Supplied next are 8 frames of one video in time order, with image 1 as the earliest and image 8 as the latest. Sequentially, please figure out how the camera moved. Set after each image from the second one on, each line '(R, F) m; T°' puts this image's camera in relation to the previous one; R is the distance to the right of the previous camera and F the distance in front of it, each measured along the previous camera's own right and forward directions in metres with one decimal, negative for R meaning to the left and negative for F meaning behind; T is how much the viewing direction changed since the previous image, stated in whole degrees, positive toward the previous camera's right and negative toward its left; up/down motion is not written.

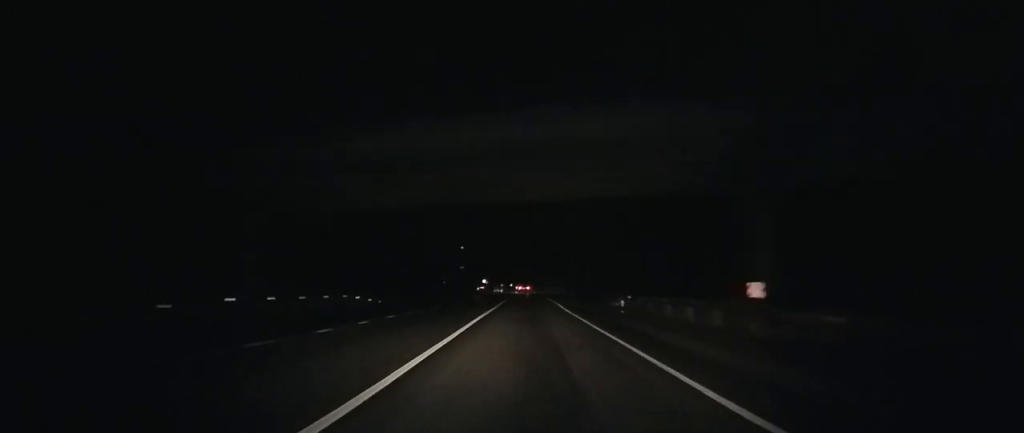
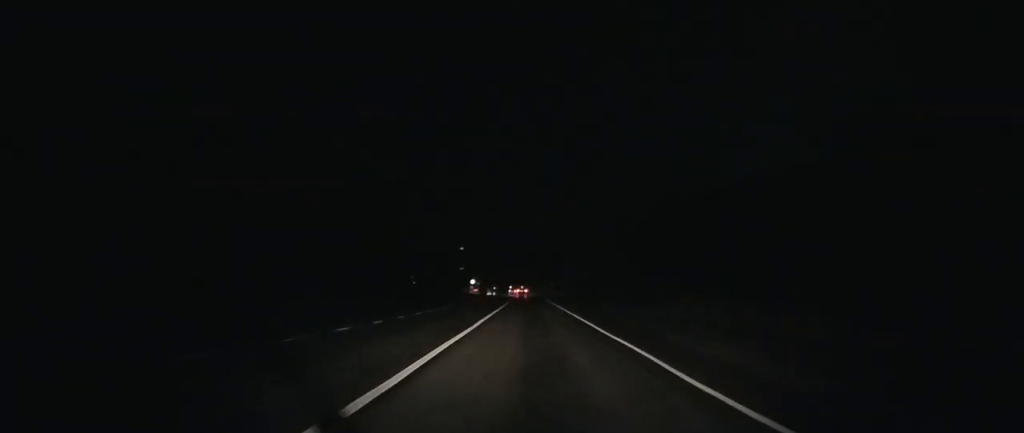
(-0.1, +33.4) m; 0°
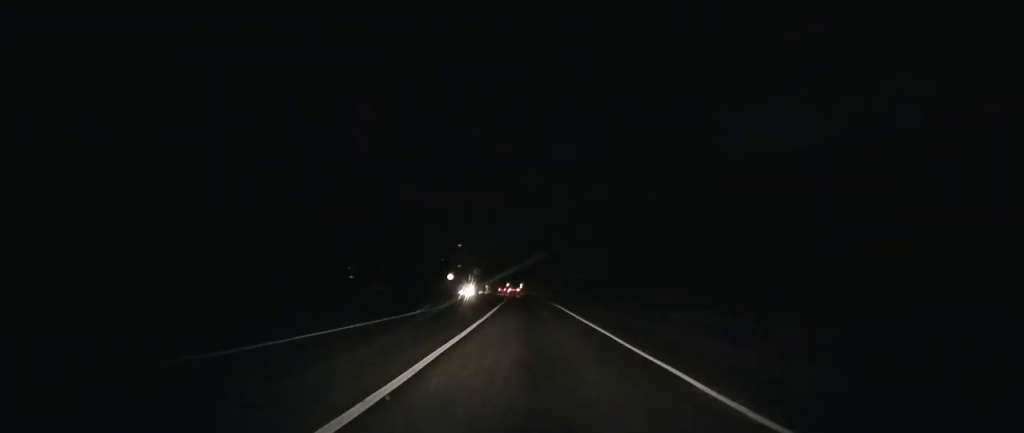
(-0.2, +31.7) m; -1°
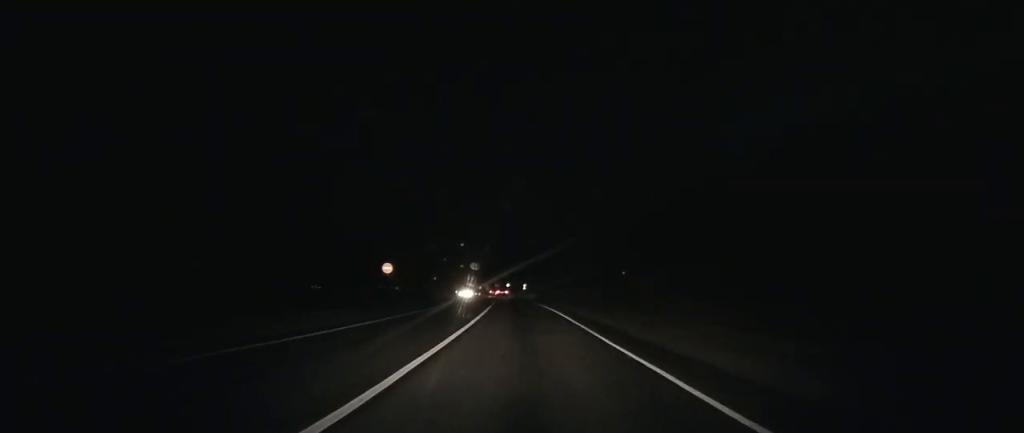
(+0.3, +36.5) m; -1°
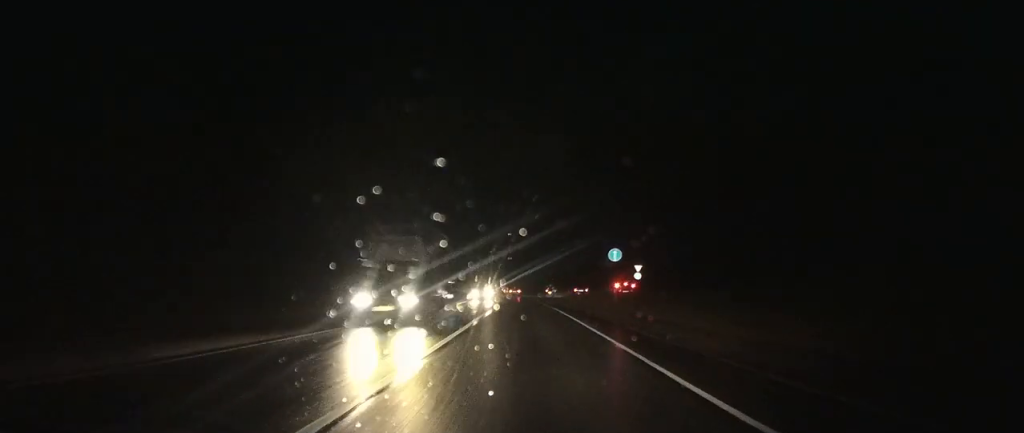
(-8.1, +134.6) m; -6°
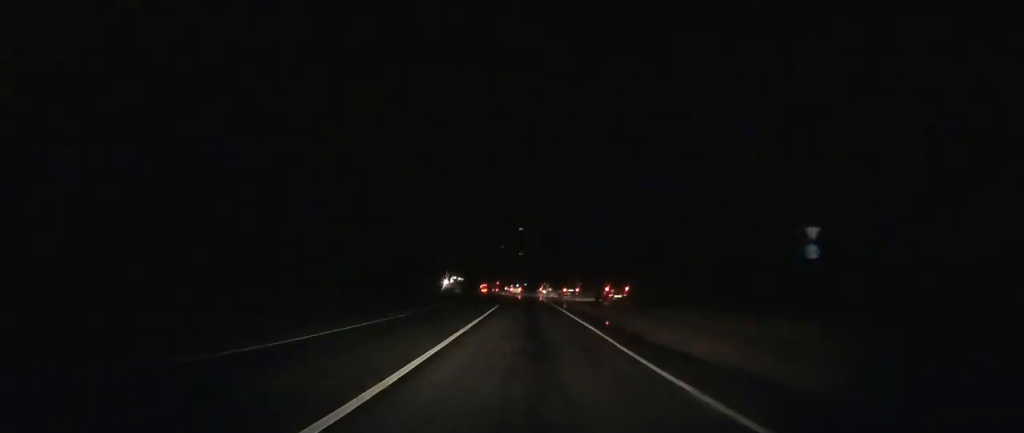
(-0.3, +40.2) m; -1°
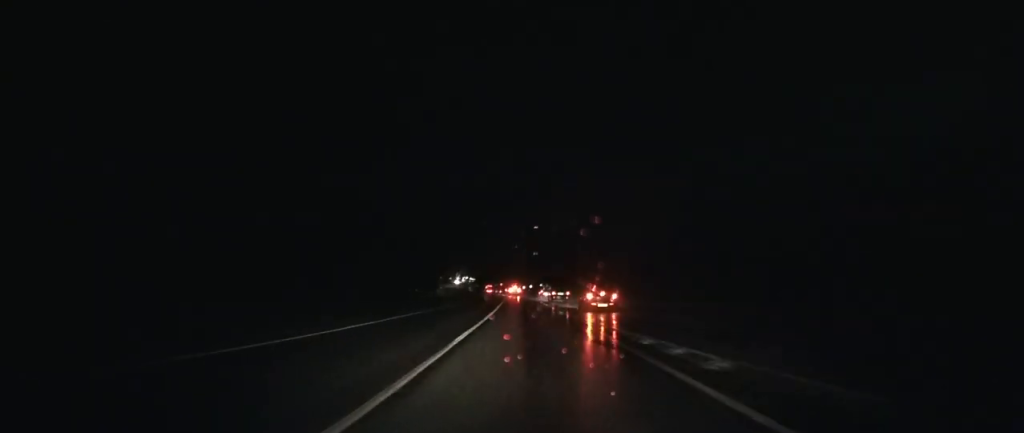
(-0.1, +47.6) m; -1°
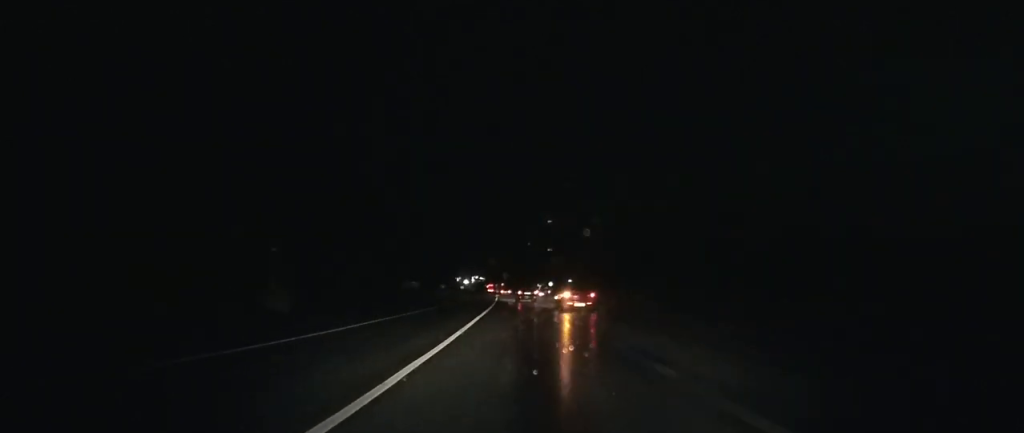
(-1.3, +68.3) m; -3°
